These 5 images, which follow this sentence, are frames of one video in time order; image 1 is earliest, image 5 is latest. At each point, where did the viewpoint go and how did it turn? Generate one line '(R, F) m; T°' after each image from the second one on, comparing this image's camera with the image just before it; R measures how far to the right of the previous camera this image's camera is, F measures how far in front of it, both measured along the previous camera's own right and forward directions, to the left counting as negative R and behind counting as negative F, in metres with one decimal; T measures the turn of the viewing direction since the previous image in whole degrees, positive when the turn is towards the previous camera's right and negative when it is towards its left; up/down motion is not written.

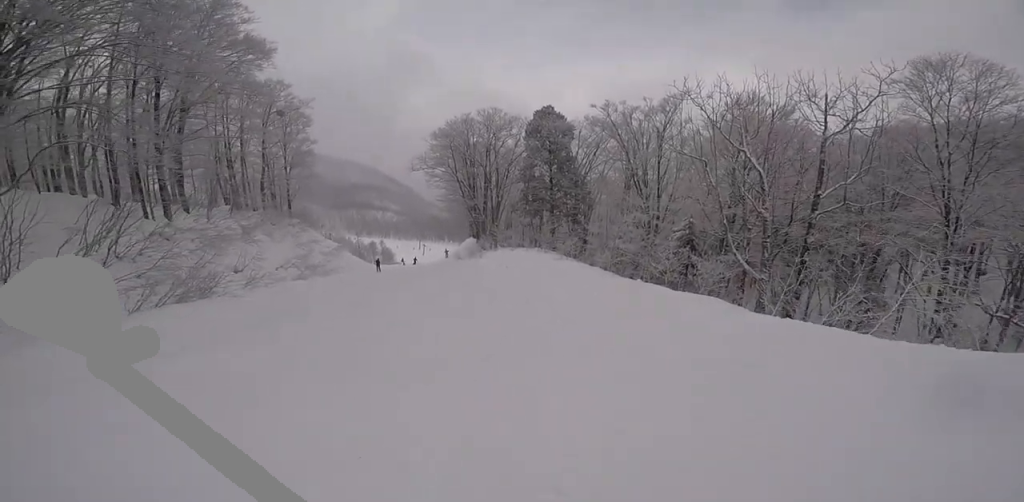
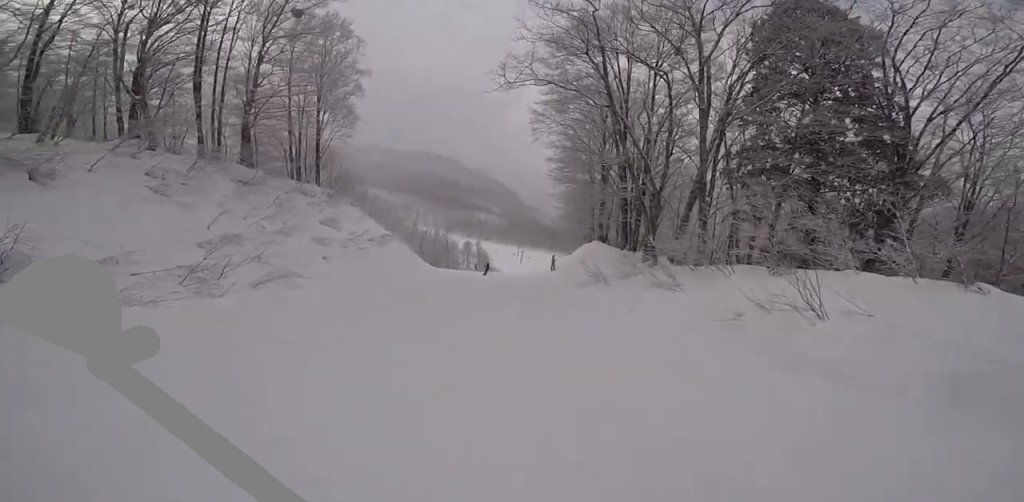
(-12.9, +24.6) m; -23°
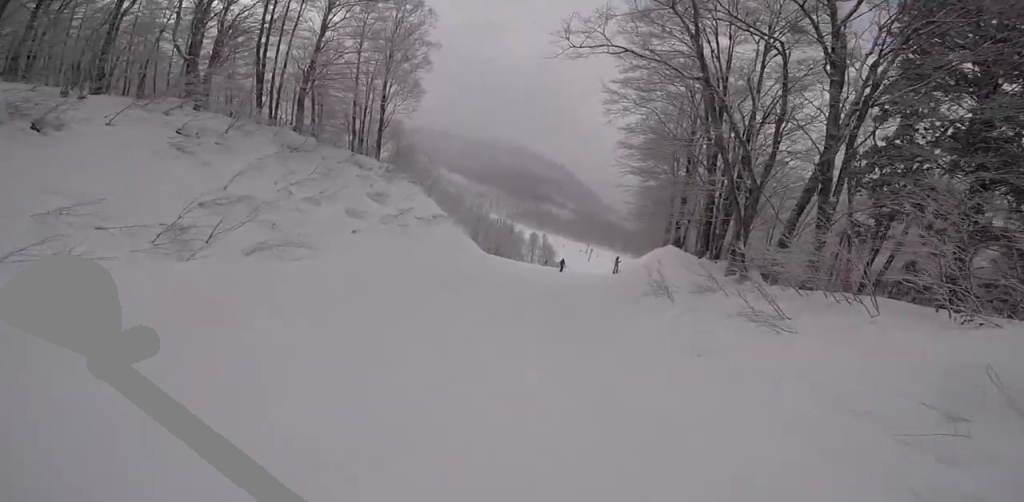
(+0.1, +3.0) m; -11°
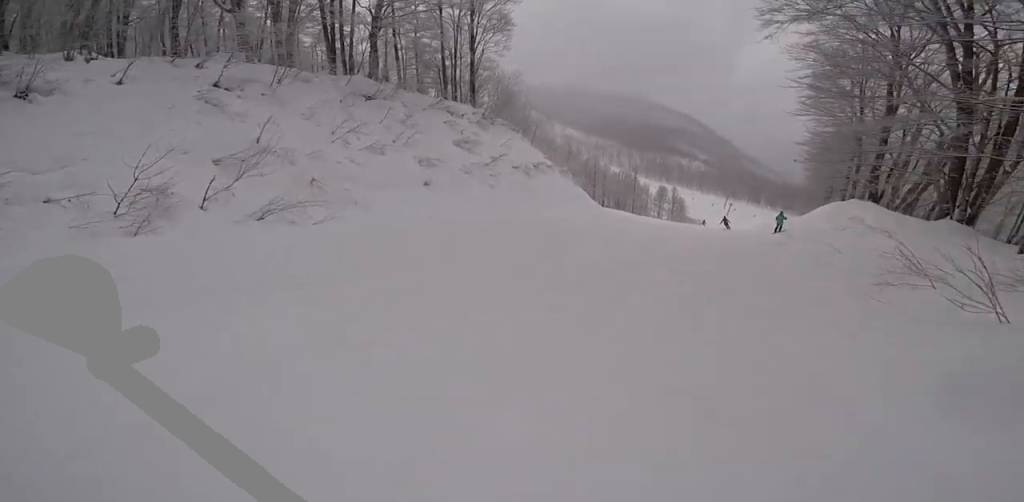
(-1.7, +4.6) m; -7°
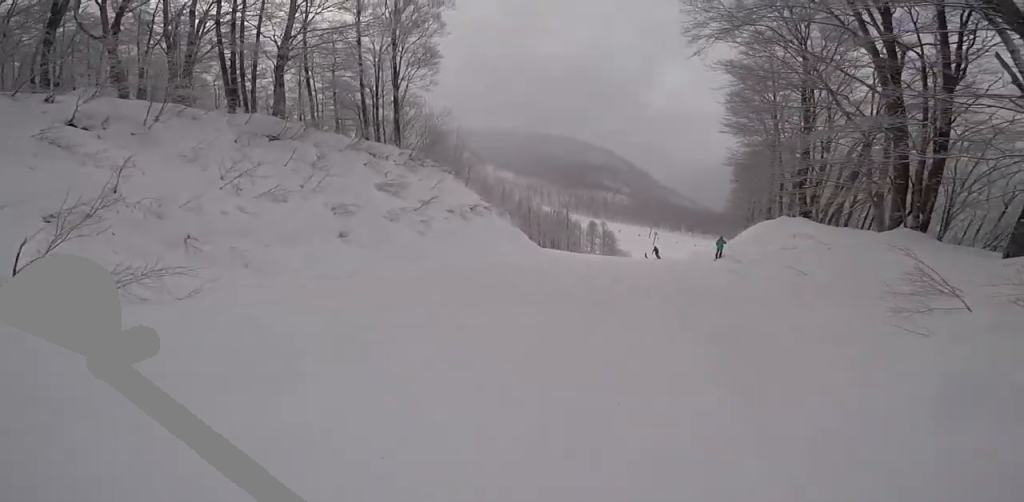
(+0.4, +1.9) m; +9°
